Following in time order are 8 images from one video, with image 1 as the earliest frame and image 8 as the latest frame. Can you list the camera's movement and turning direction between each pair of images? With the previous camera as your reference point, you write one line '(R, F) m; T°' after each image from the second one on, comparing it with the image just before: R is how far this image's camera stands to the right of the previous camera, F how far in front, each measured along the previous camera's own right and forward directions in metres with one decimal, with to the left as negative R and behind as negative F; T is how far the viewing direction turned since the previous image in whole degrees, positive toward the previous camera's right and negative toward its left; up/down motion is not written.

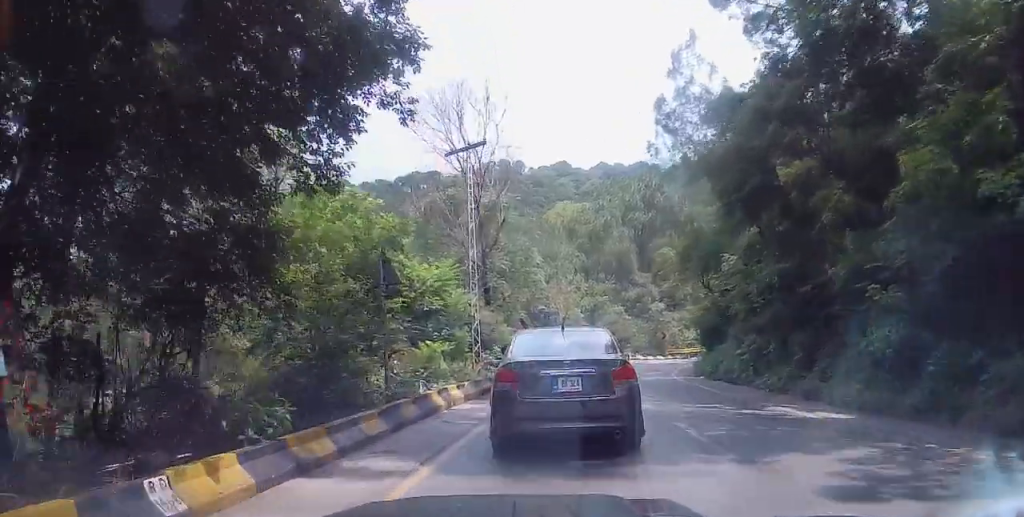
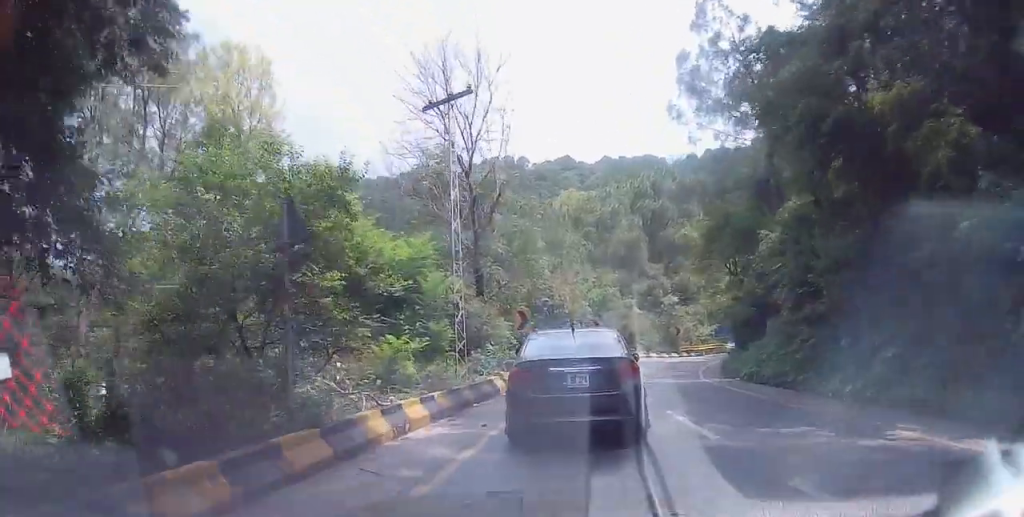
(0.0, +4.6) m; -2°
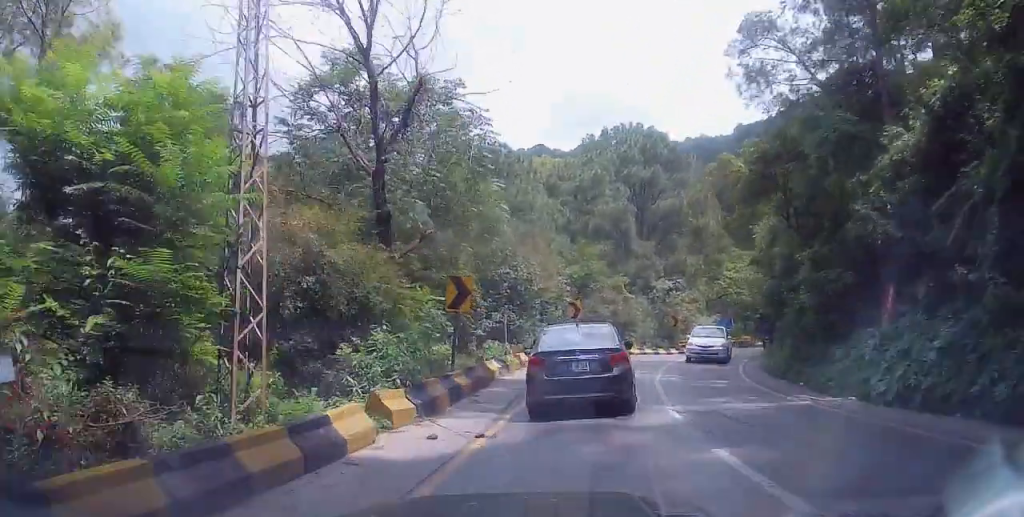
(+0.2, +10.9) m; +10°
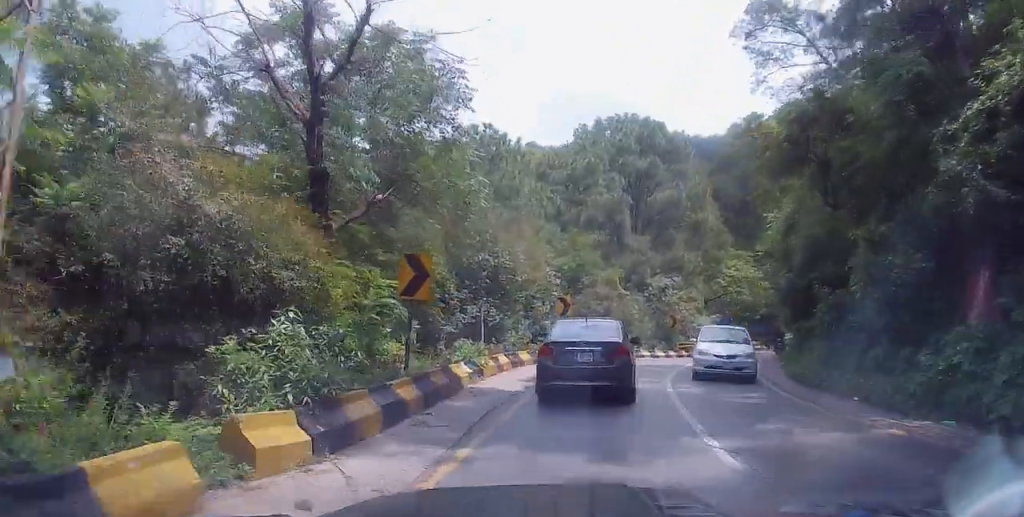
(+0.3, +3.7) m; +1°
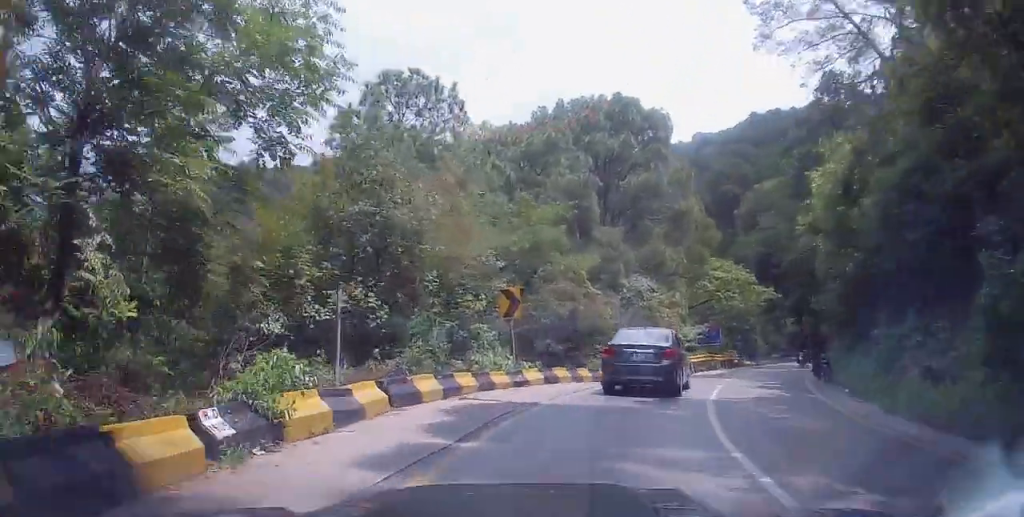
(-0.1, +9.4) m; 0°
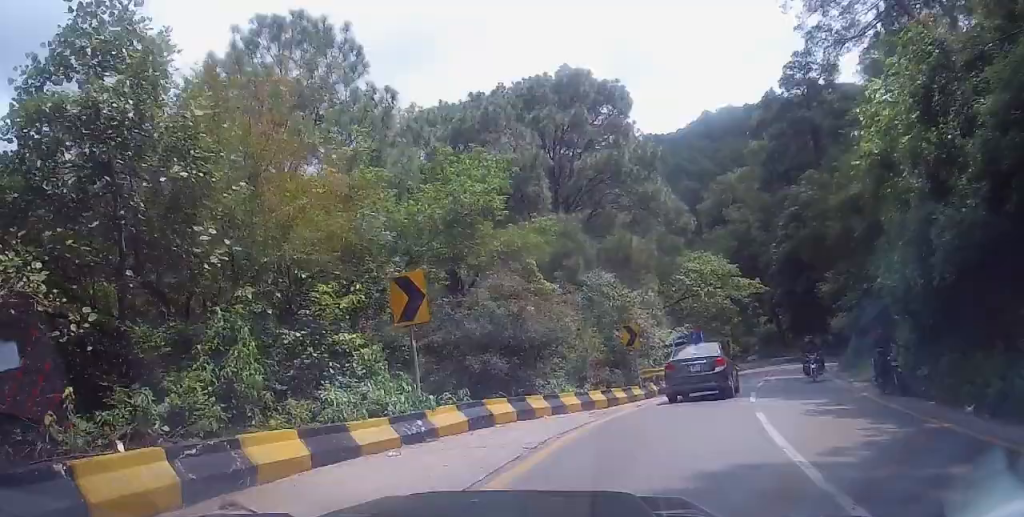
(+0.3, +6.9) m; +7°
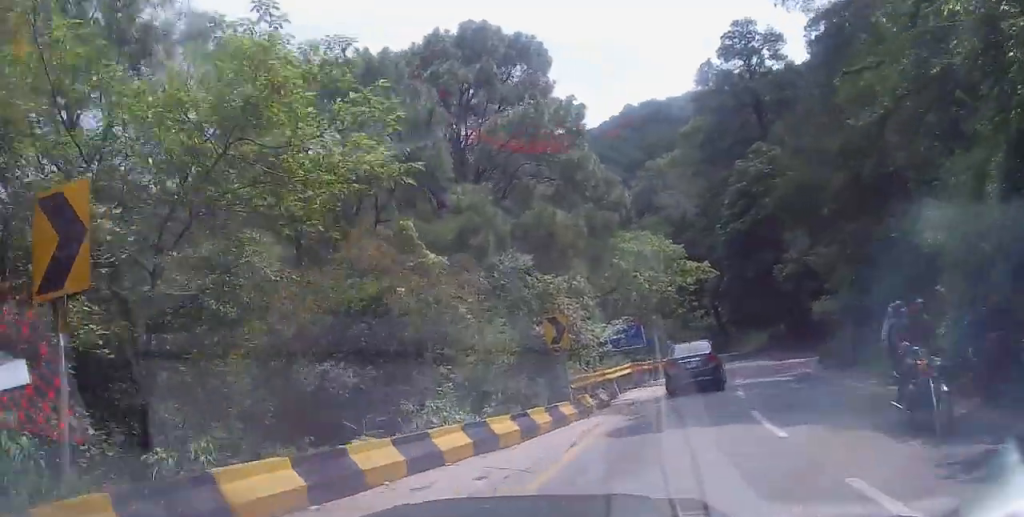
(+0.5, +6.6) m; +6°
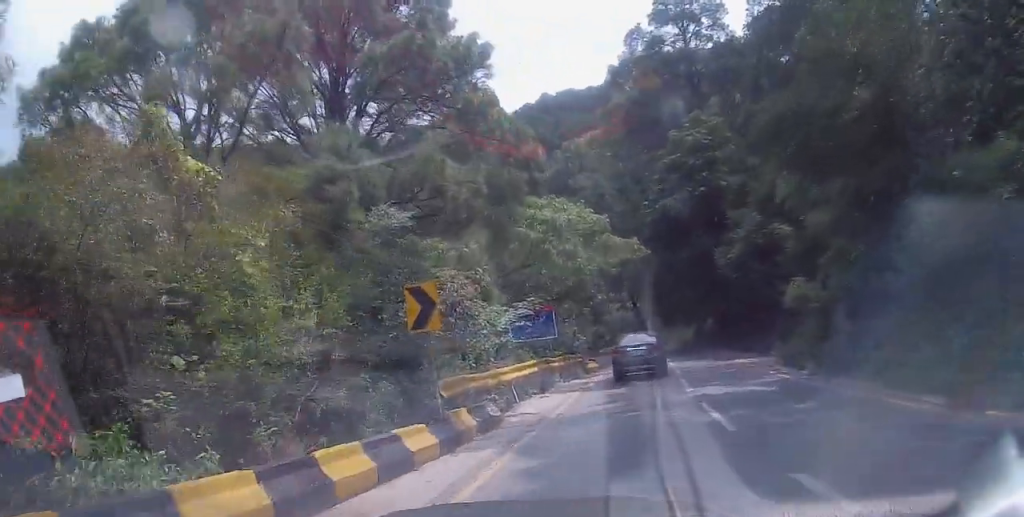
(+0.2, +6.3) m; +3°
